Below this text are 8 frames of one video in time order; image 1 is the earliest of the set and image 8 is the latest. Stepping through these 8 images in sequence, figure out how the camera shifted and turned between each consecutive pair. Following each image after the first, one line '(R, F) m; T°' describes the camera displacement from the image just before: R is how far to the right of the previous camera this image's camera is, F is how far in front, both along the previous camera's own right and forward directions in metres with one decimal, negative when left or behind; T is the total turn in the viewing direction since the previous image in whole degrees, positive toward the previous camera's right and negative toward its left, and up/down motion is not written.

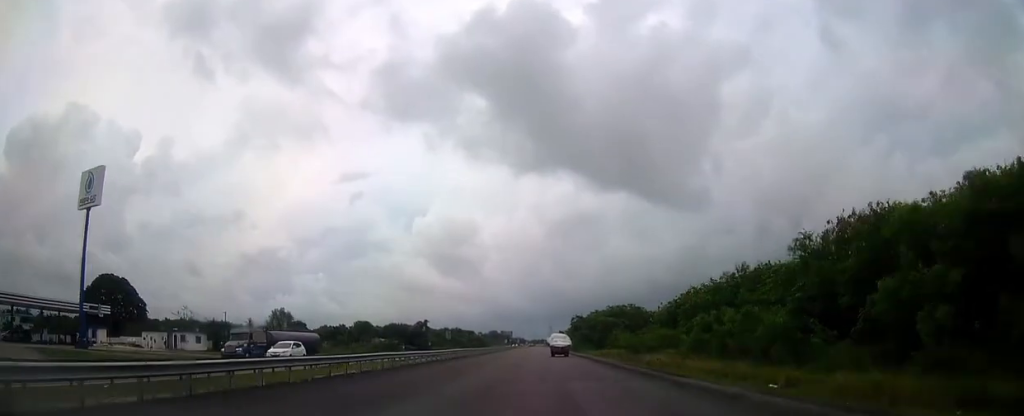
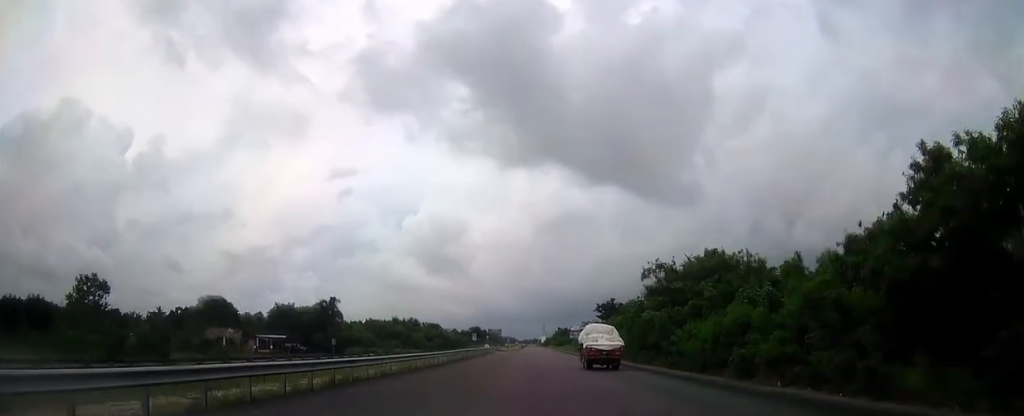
(+0.1, +93.3) m; 0°
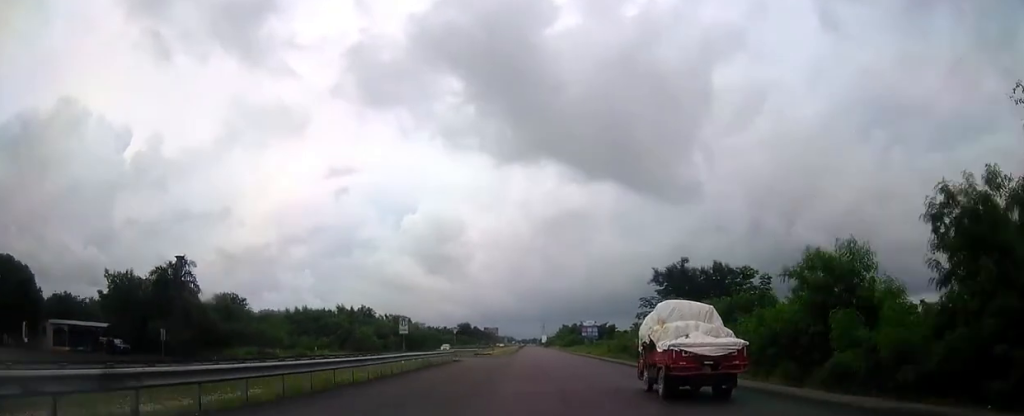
(+0.2, +53.6) m; 0°
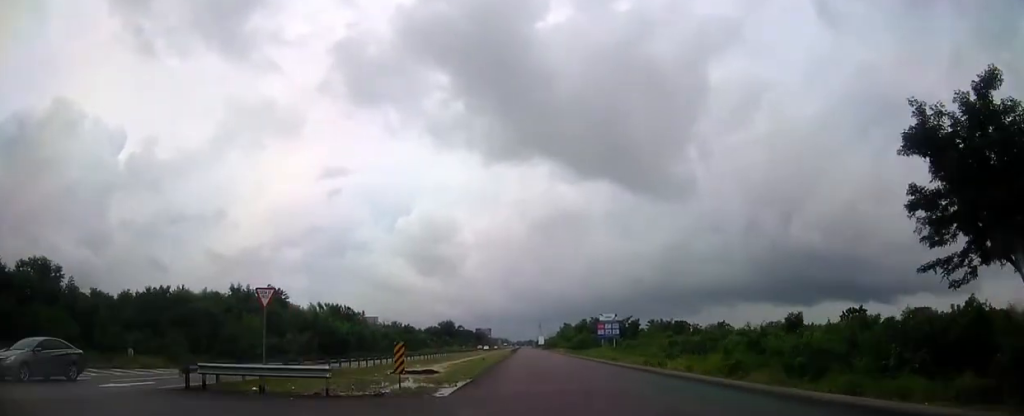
(+0.2, +47.7) m; 0°
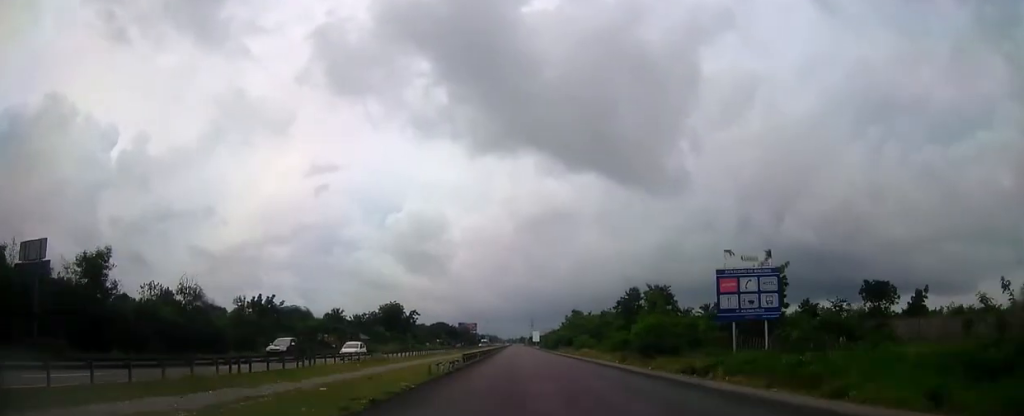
(+0.6, +83.4) m; 0°
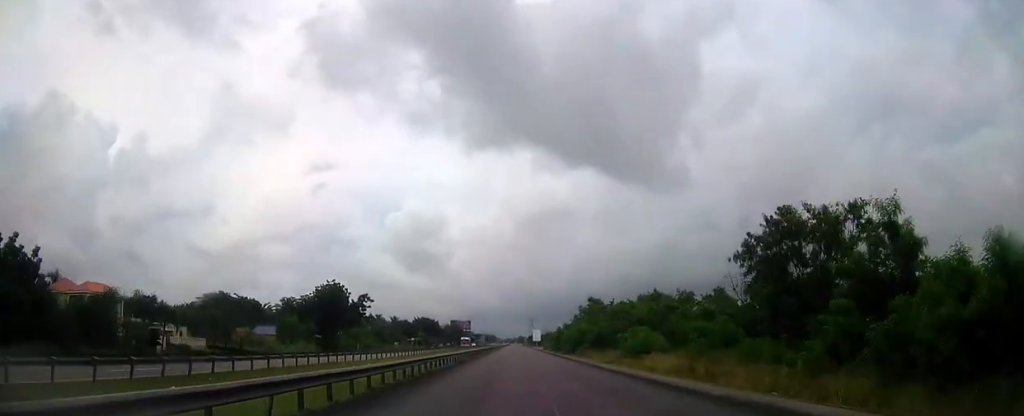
(0.0, +47.4) m; 0°
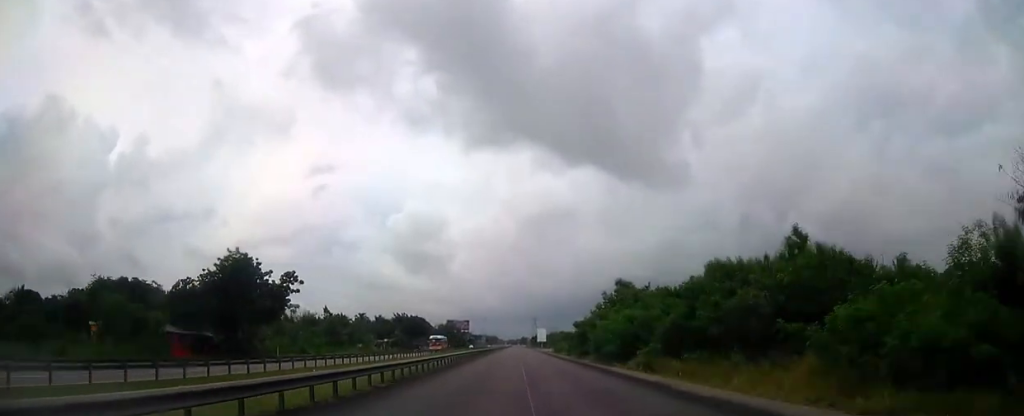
(+0.1, +35.8) m; 0°
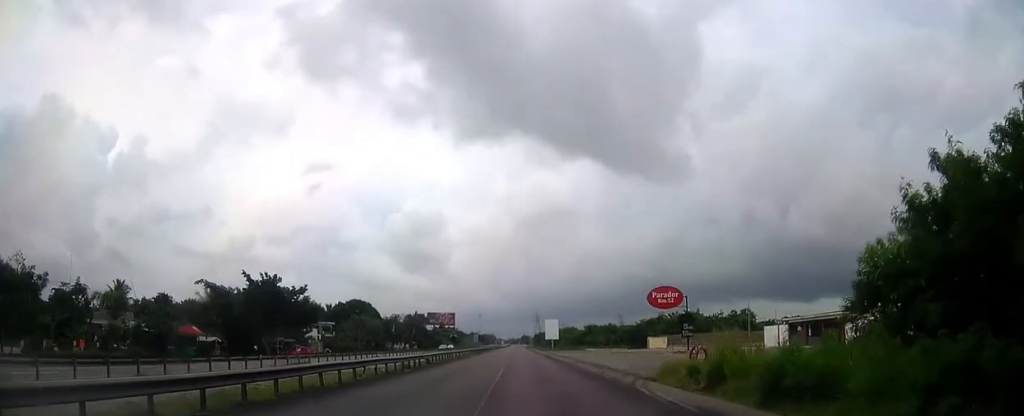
(0.0, +91.5) m; 0°
